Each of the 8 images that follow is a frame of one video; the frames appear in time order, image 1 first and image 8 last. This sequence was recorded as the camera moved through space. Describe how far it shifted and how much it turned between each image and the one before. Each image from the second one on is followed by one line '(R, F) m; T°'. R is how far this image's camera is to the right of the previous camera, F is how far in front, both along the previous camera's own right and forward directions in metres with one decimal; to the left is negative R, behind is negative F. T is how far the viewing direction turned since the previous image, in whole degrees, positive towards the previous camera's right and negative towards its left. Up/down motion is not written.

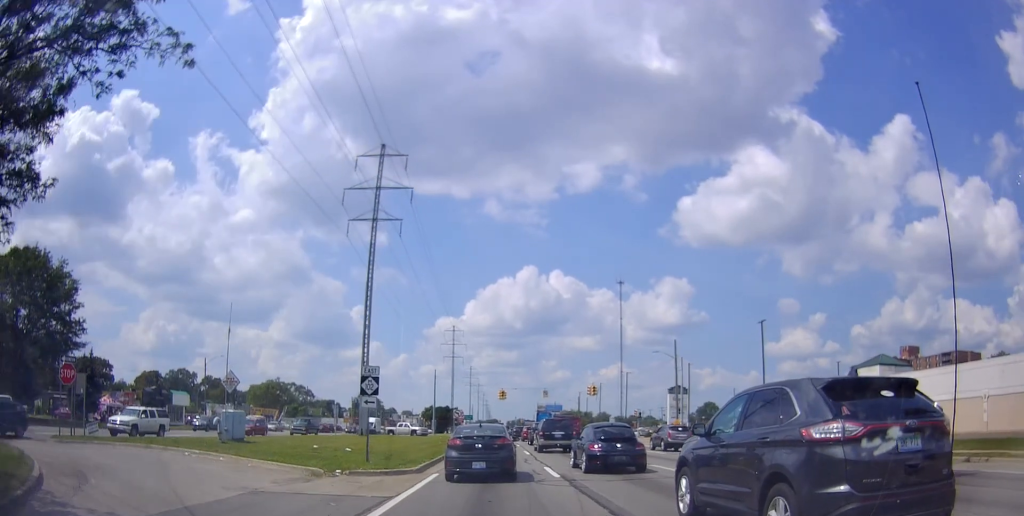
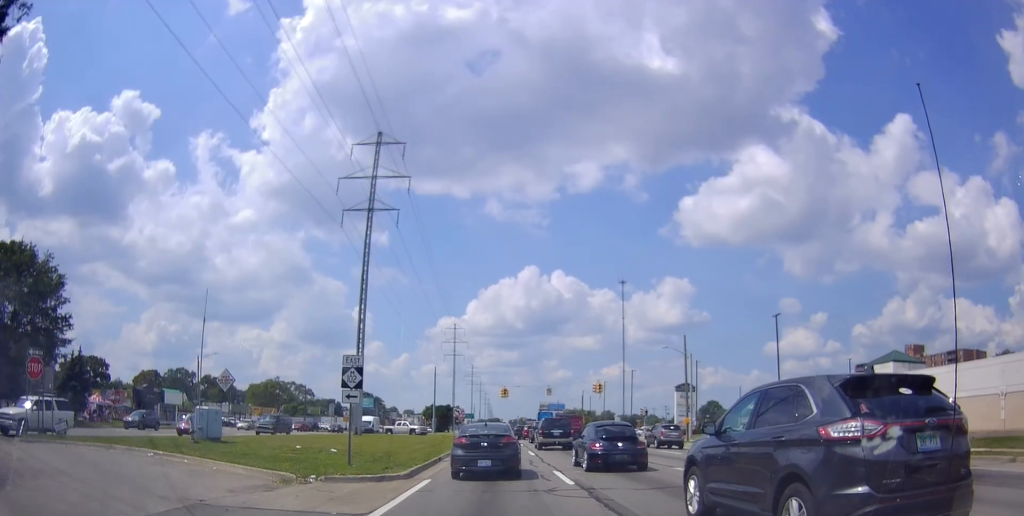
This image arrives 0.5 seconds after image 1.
(0.0, +2.3) m; 0°
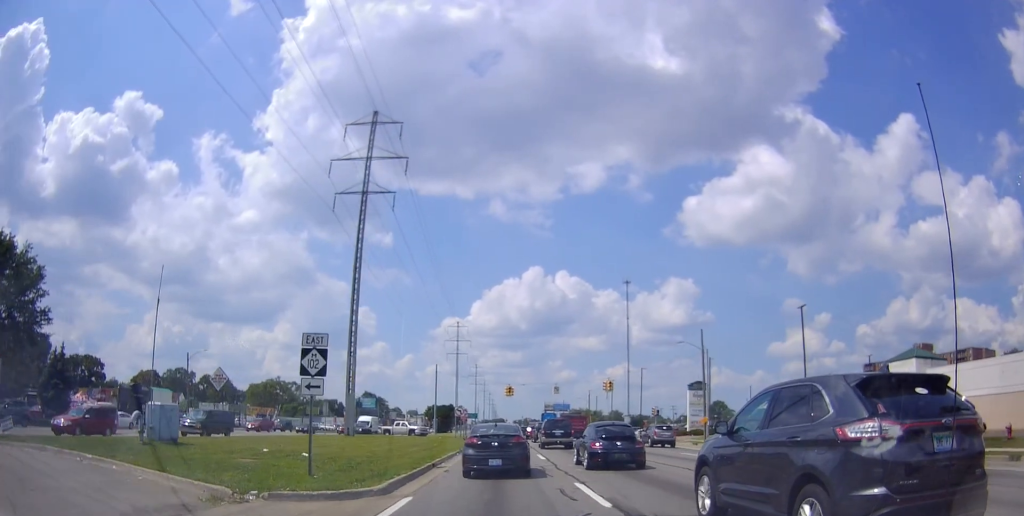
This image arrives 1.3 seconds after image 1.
(0.0, +3.6) m; 0°
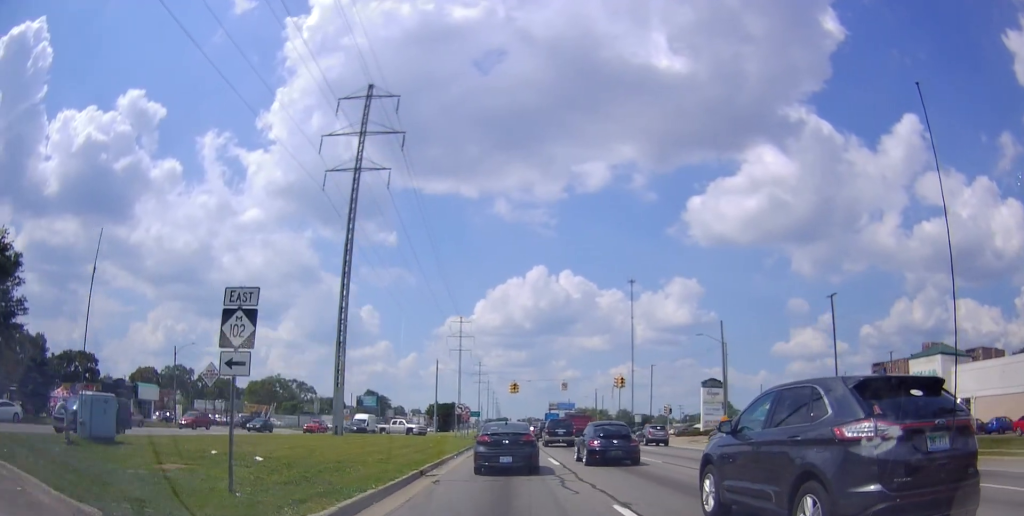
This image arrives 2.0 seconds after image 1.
(0.0, +3.8) m; 0°
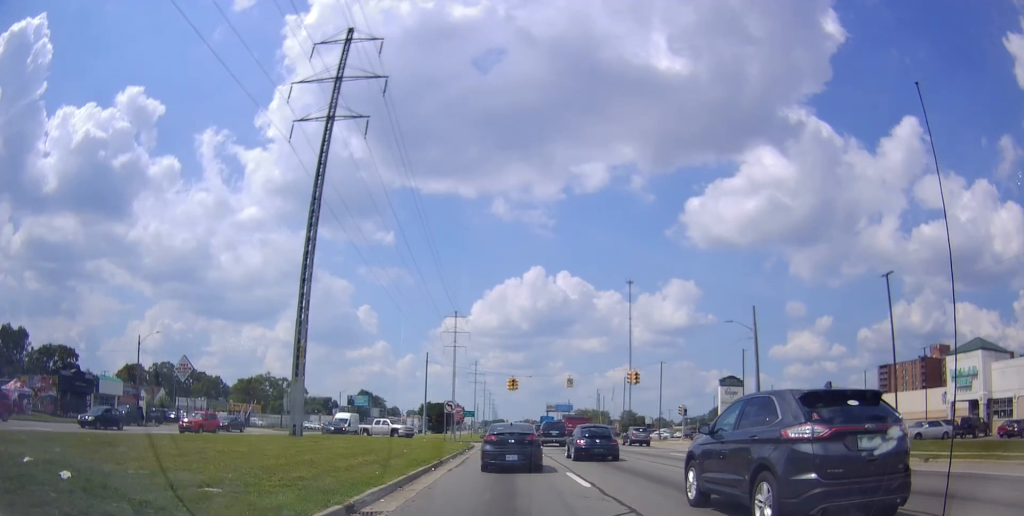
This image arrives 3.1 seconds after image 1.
(0.0, +7.0) m; 0°
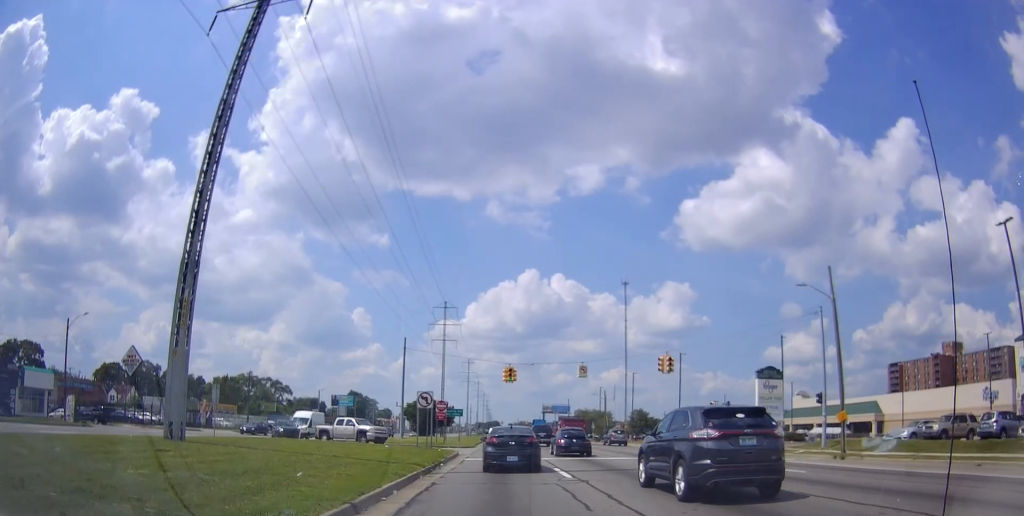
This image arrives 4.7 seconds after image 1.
(0.0, +11.3) m; 0°
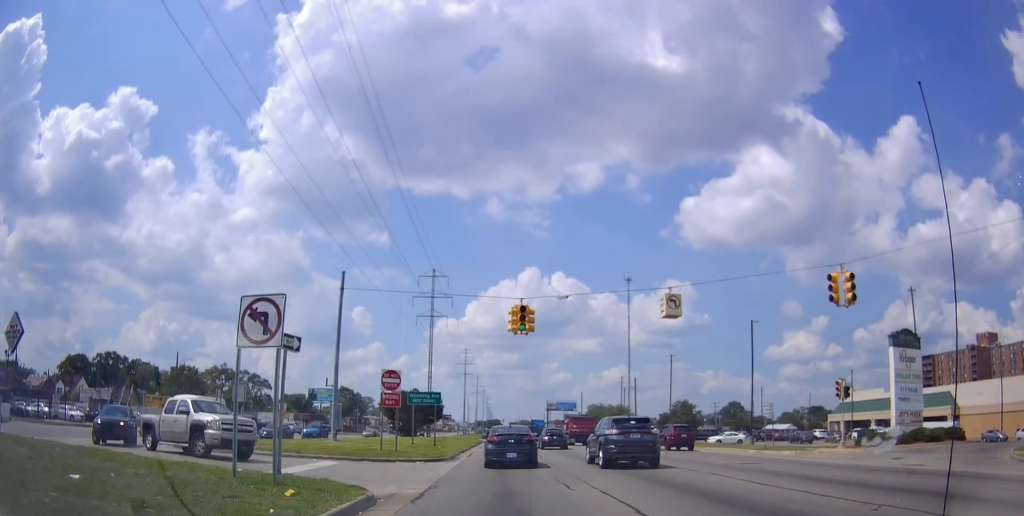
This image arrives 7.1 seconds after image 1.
(-0.5, +21.6) m; -3°
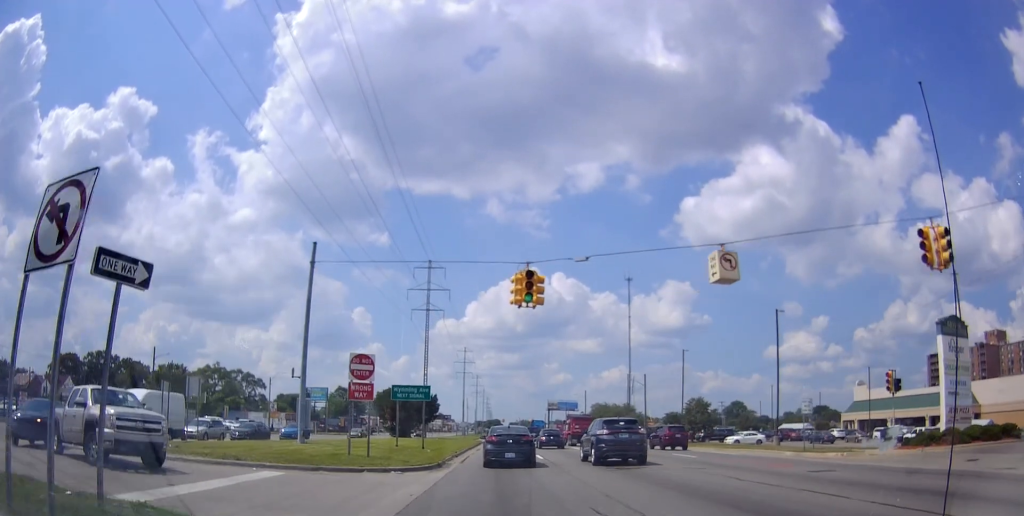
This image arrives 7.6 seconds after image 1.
(-0.2, +5.2) m; 0°
